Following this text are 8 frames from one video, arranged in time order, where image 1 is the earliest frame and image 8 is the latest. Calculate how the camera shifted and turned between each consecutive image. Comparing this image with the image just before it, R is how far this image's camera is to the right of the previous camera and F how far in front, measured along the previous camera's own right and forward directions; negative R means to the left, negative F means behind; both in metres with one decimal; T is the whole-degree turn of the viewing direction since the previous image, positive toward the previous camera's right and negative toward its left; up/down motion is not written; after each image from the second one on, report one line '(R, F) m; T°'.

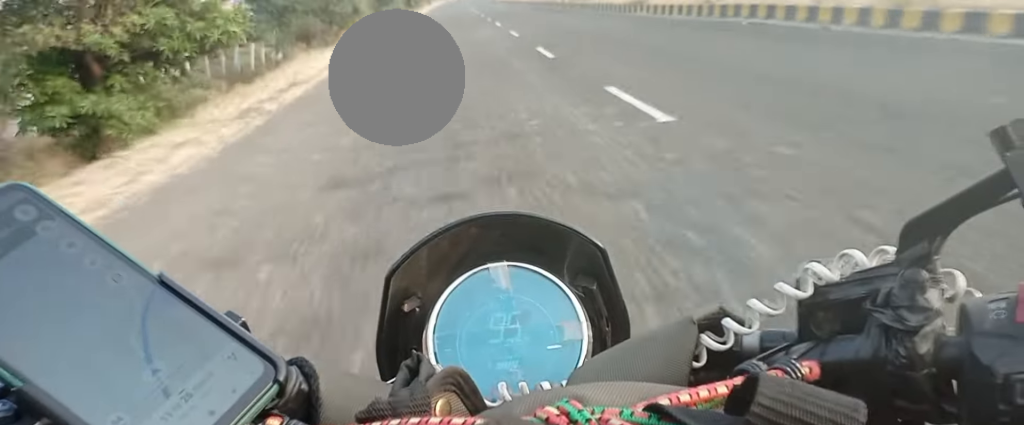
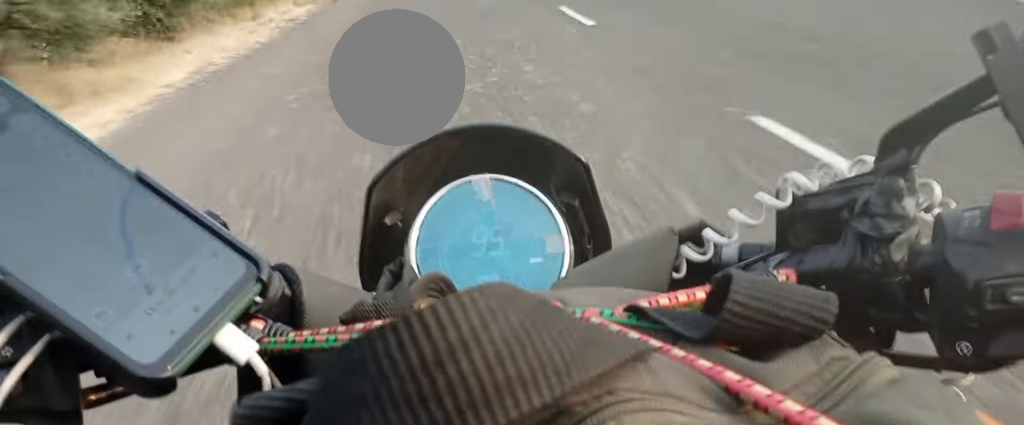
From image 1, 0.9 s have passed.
(-0.4, +23.9) m; -1°
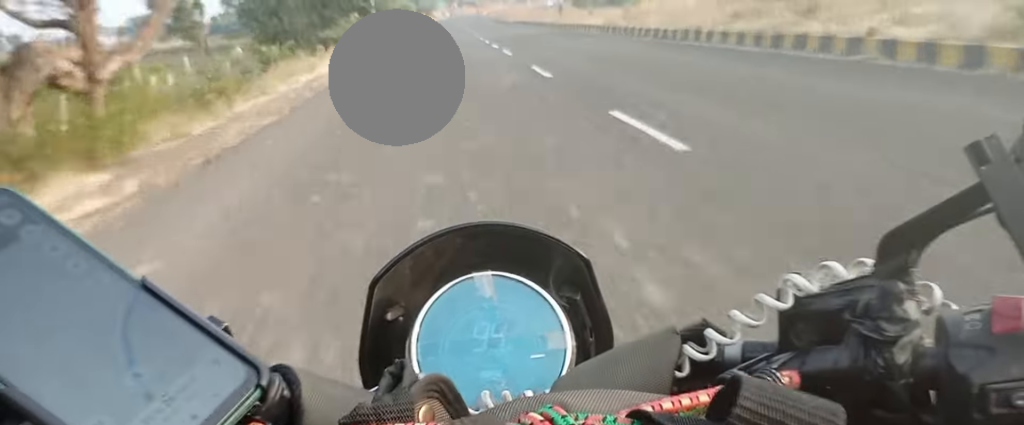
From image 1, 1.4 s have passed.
(0.0, +13.2) m; 0°
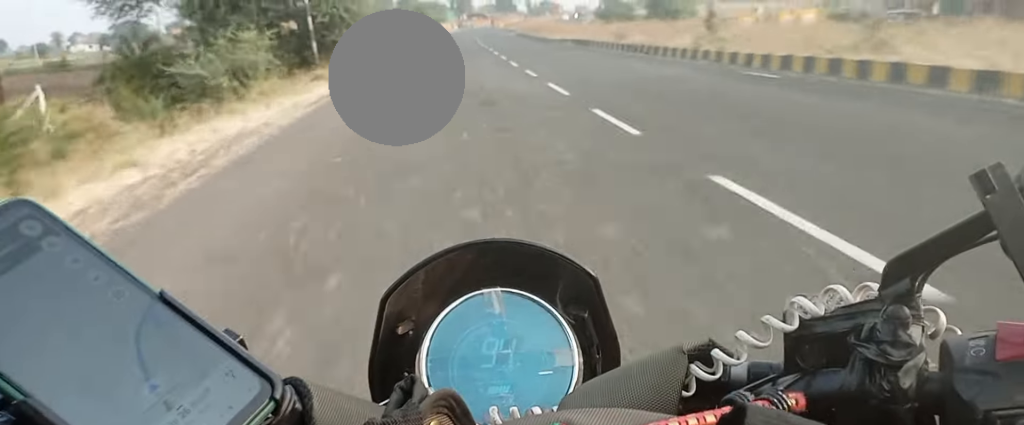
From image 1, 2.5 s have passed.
(+0.2, +28.2) m; +1°
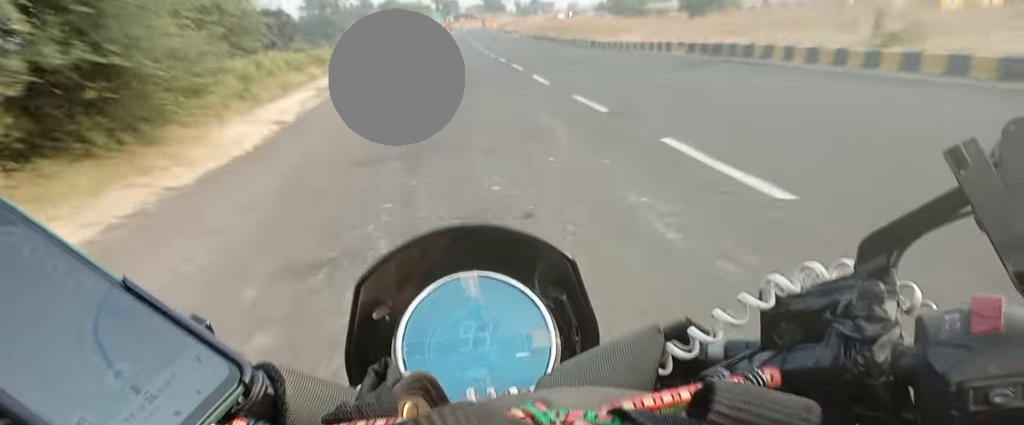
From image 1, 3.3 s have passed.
(+0.4, +21.8) m; +1°
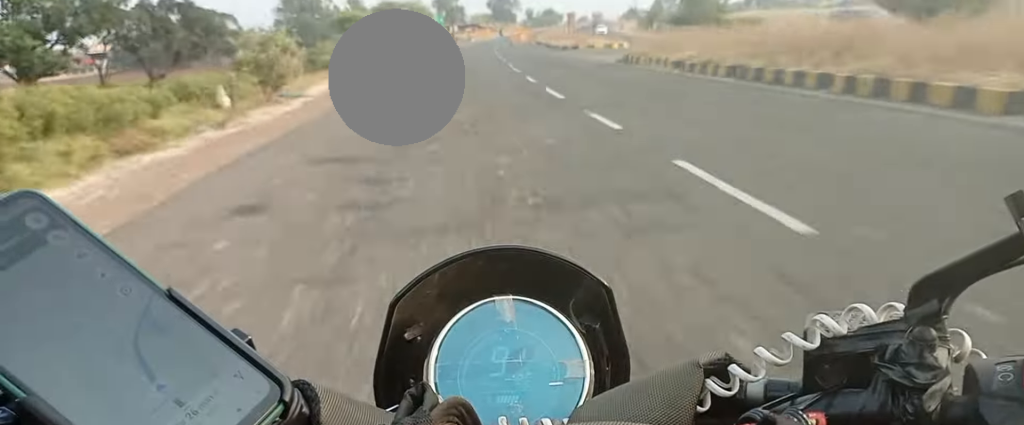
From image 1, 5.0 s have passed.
(+1.0, +42.7) m; +2°
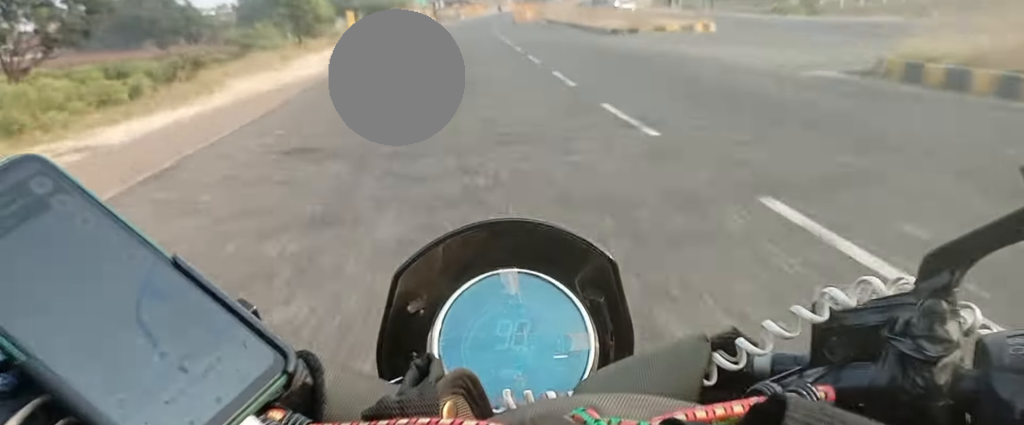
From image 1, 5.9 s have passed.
(+0.3, +20.9) m; 0°
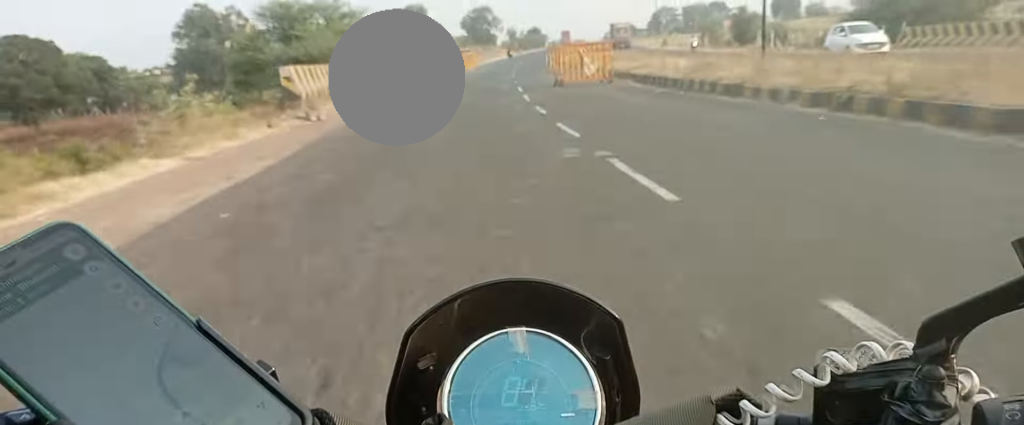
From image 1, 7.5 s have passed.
(-0.7, +38.2) m; 0°
